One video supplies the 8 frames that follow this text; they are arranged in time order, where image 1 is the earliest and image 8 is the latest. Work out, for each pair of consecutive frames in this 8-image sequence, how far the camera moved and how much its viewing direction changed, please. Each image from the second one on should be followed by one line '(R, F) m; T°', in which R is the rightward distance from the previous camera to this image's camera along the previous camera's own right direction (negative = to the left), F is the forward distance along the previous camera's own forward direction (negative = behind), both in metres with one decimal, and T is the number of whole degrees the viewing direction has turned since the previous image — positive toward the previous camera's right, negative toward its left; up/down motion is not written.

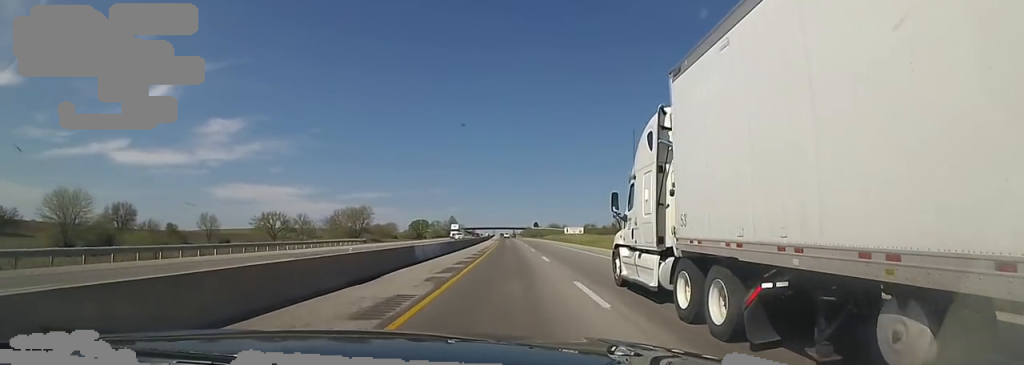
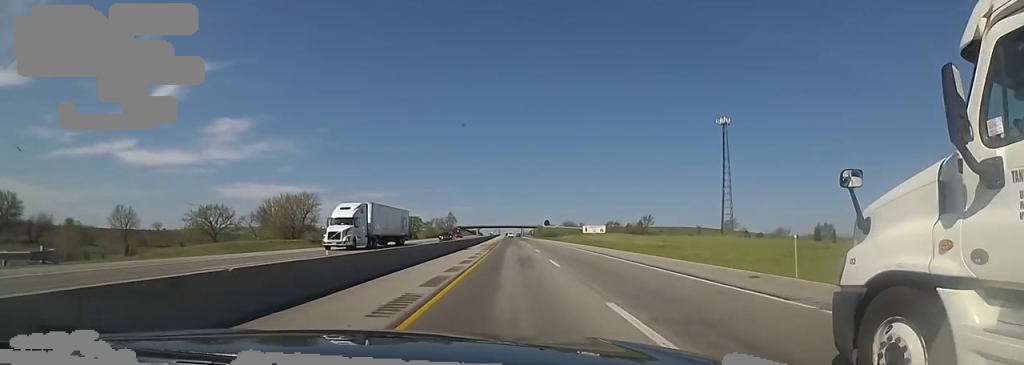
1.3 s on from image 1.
(-0.2, +48.8) m; -1°
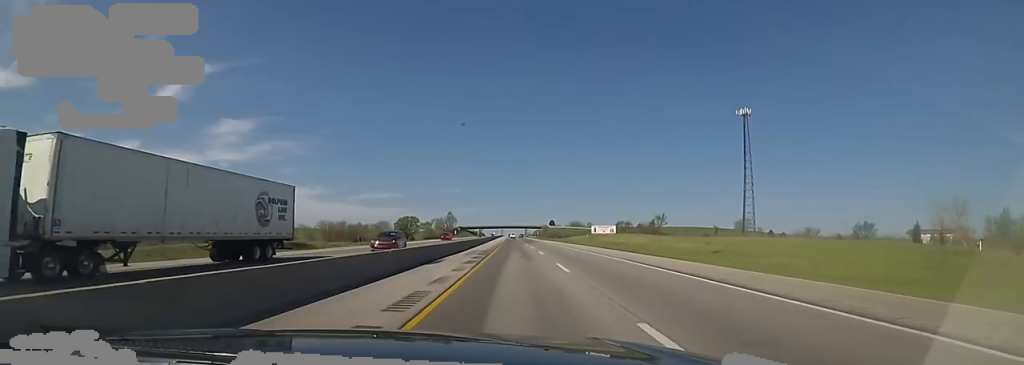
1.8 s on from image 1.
(-0.3, +18.7) m; 0°
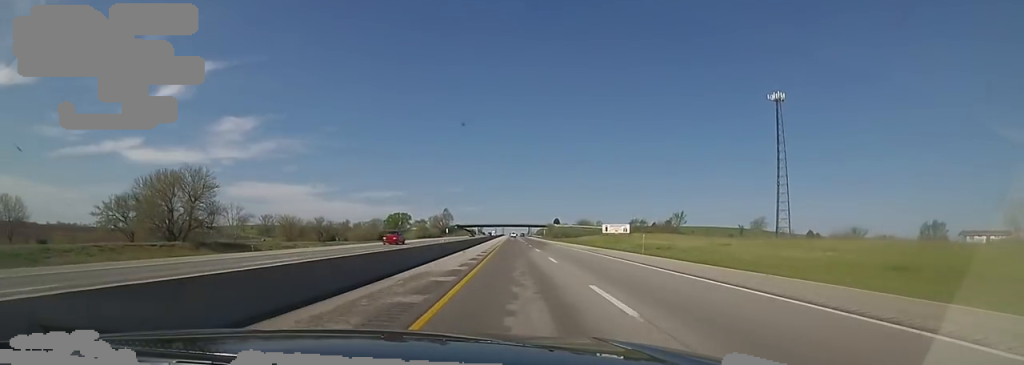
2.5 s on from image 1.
(+0.2, +24.9) m; -2°
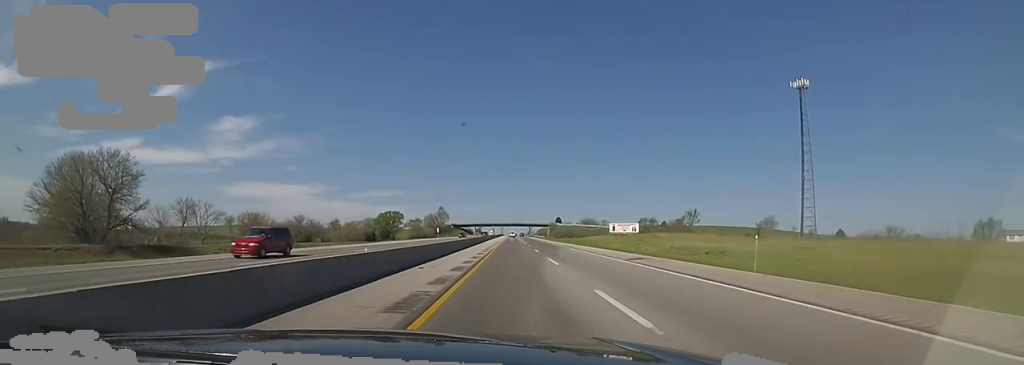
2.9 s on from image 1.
(+0.2, +16.2) m; -1°
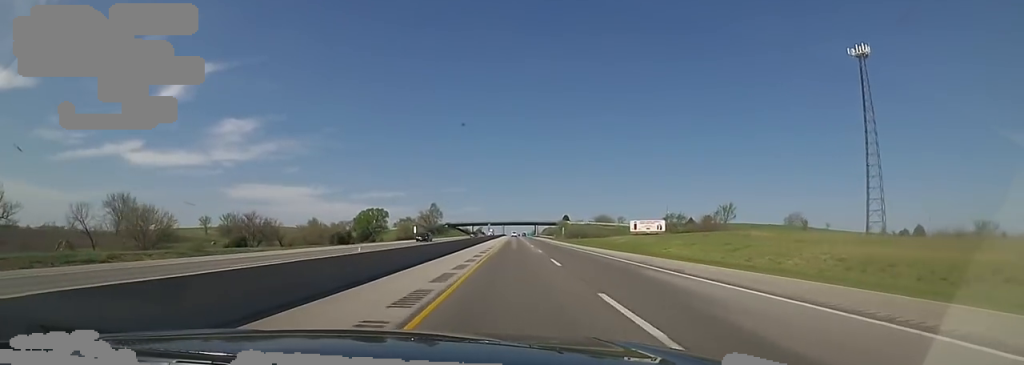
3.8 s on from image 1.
(-1.6, +31.0) m; 0°
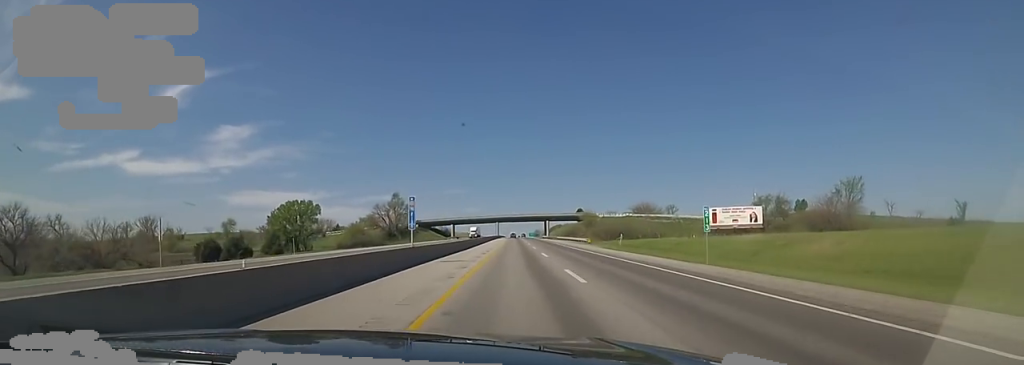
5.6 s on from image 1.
(+3.1, +66.9) m; +1°
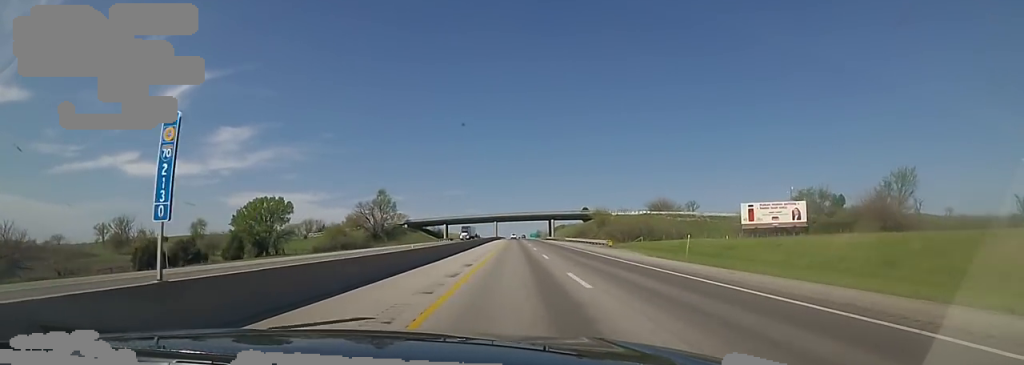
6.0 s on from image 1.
(0.0, +16.2) m; -1°
